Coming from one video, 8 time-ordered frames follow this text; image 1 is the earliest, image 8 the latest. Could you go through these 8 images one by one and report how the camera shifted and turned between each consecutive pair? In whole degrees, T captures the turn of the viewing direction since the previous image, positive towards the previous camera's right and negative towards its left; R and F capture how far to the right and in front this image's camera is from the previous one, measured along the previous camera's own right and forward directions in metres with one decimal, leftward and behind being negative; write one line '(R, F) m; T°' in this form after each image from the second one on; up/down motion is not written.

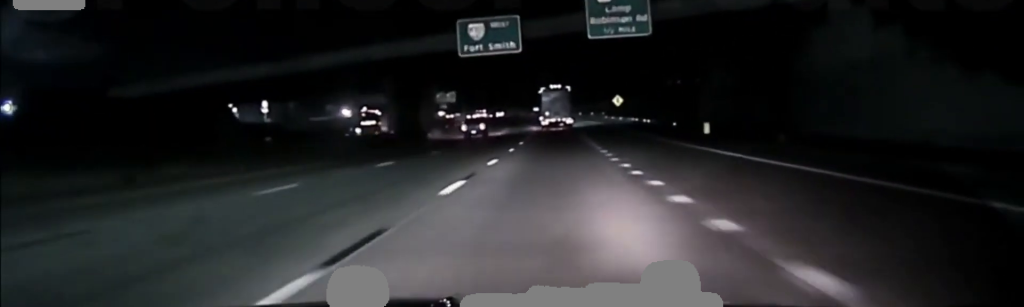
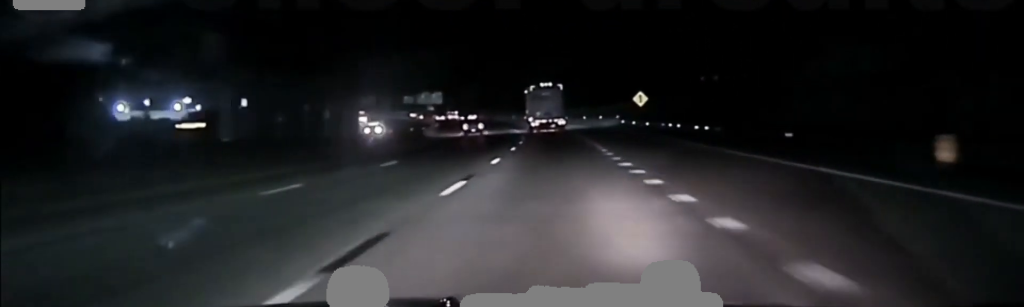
(+0.4, +42.4) m; 0°
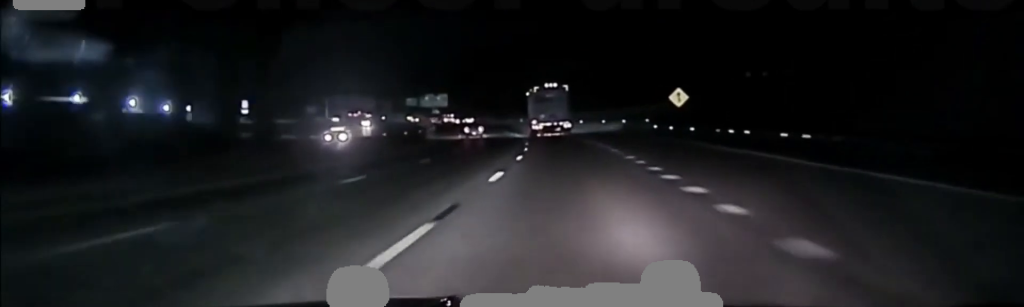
(-0.2, +22.0) m; -1°
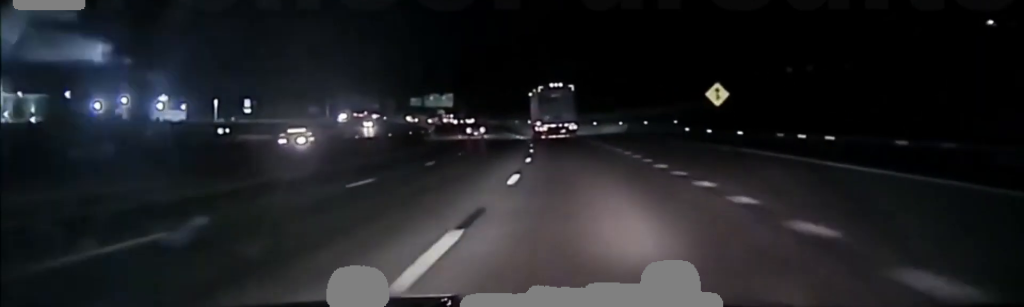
(0.0, +14.6) m; 0°
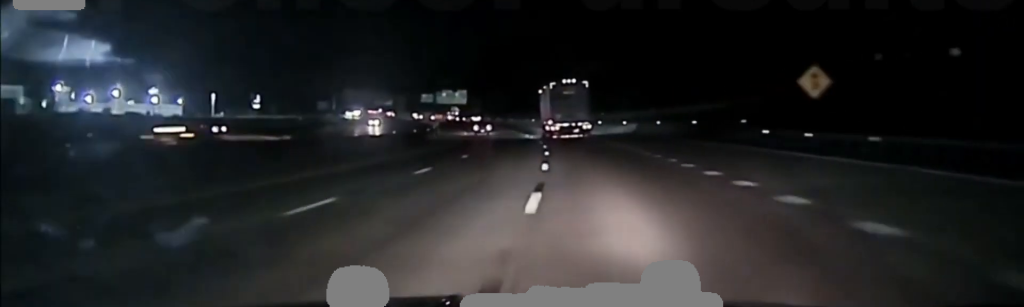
(-0.1, +18.3) m; -1°
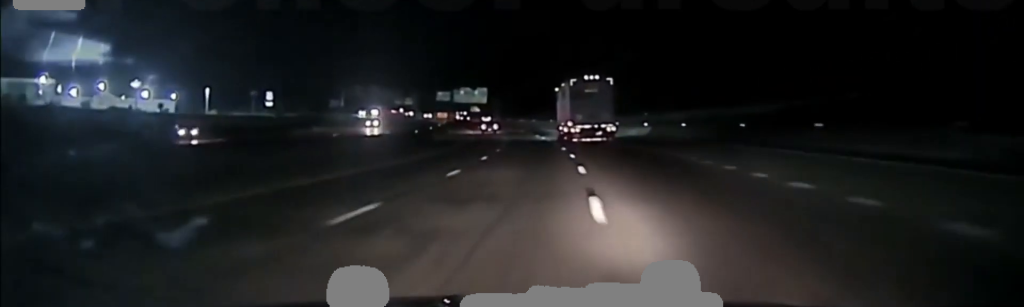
(-0.4, +26.4) m; -2°
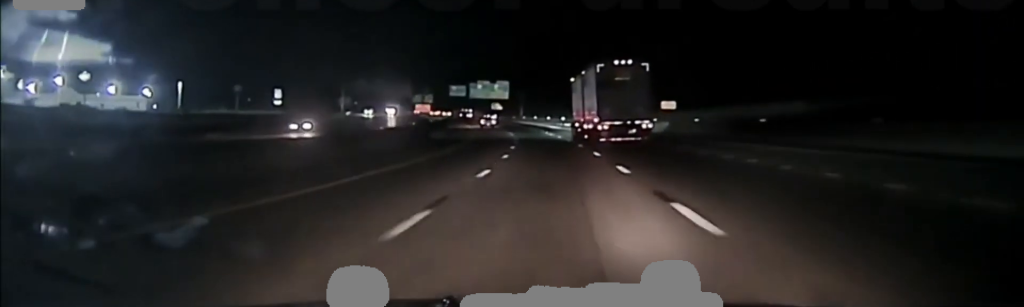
(-0.9, +34.7) m; -3°
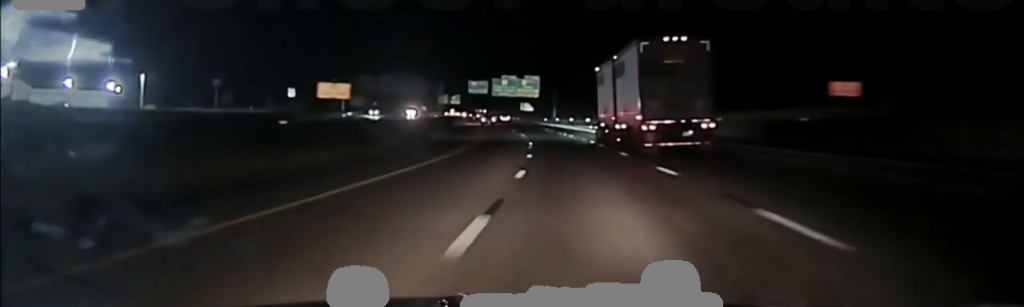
(-0.6, +33.7) m; -2°
